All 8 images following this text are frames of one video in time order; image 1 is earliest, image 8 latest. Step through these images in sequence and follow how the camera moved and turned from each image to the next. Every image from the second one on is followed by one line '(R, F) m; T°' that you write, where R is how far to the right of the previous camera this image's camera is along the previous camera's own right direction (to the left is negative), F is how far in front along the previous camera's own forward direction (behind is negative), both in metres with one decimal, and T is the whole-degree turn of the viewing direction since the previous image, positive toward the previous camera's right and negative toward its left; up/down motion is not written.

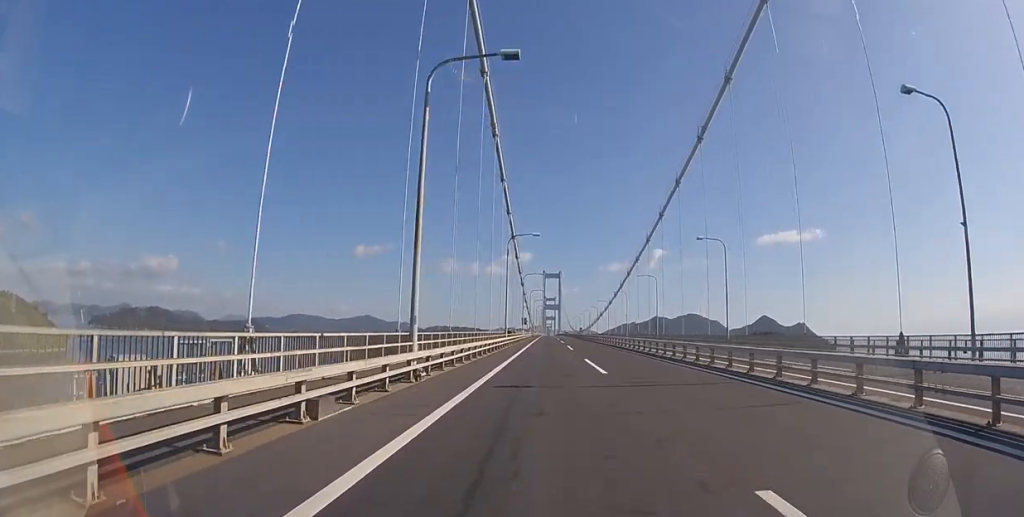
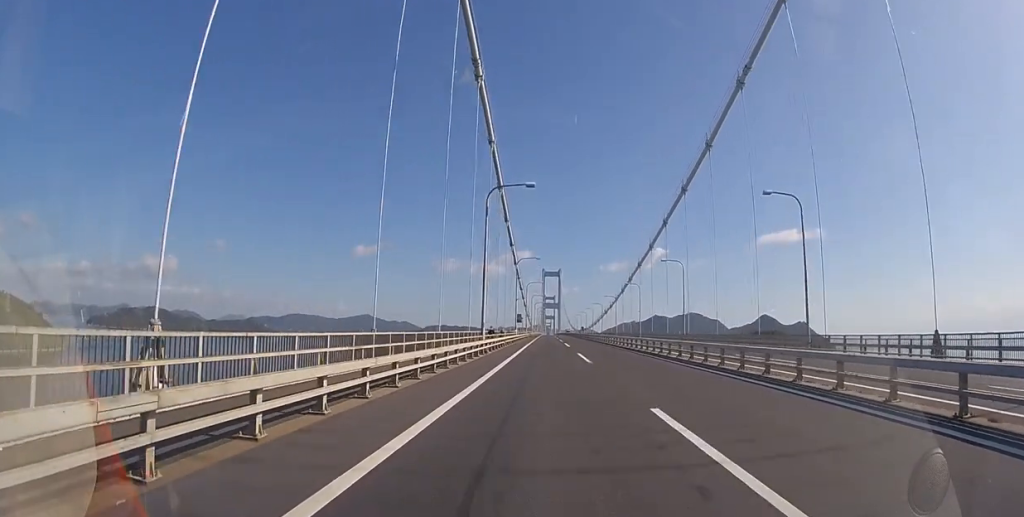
(0.0, +15.4) m; 0°
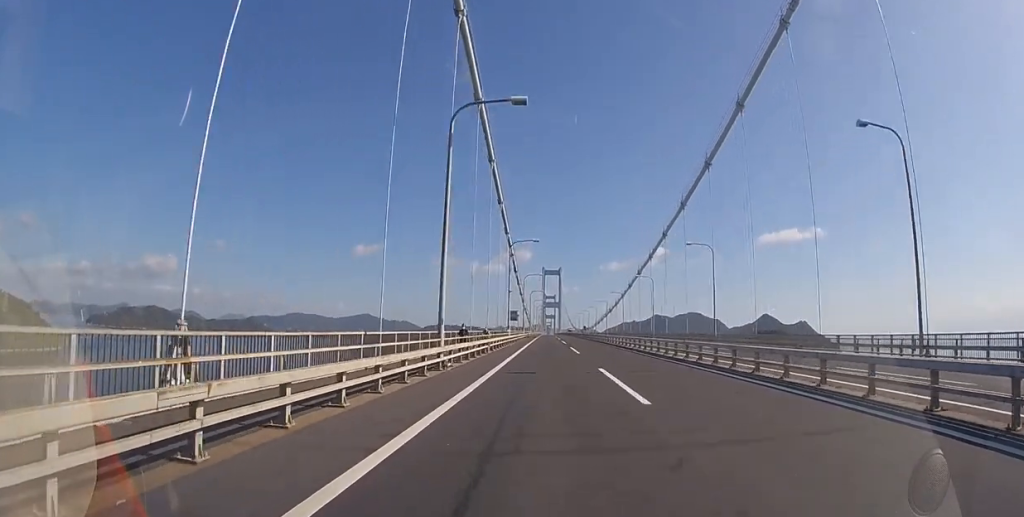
(0.0, +11.7) m; 0°
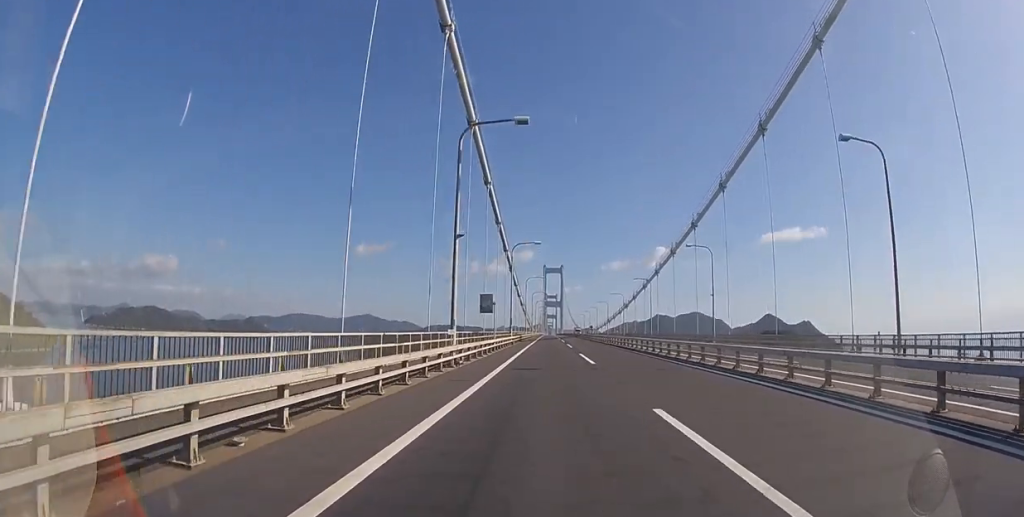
(0.0, +28.0) m; 0°
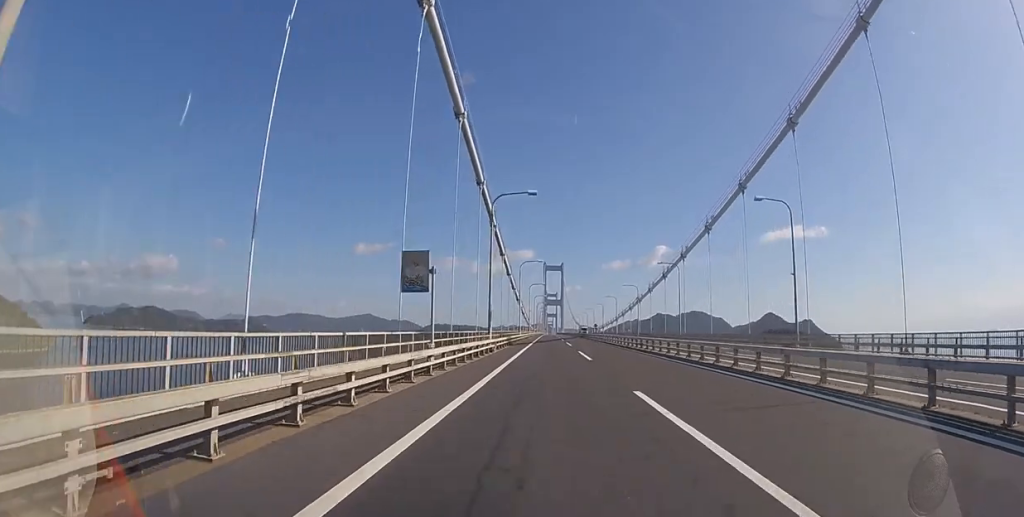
(-0.1, +18.4) m; 0°
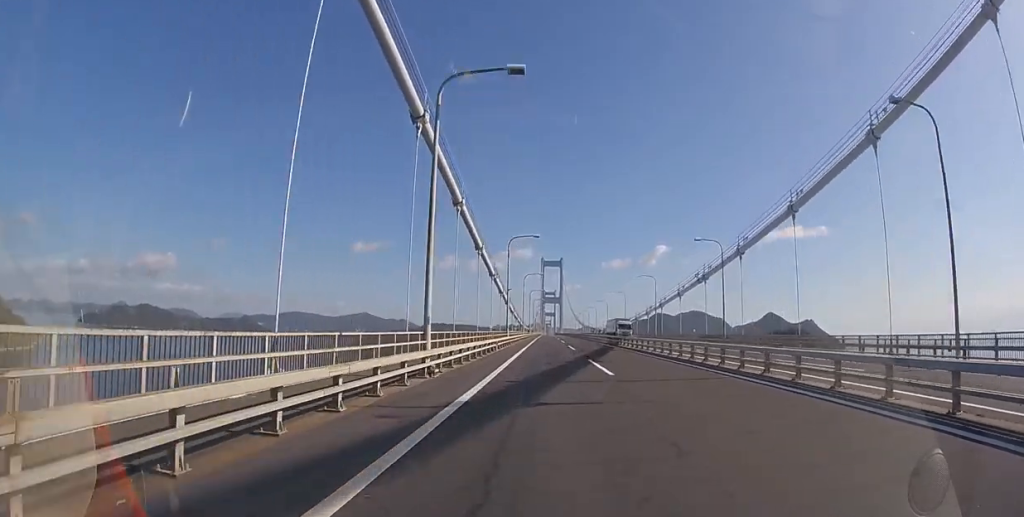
(+0.1, +47.1) m; 0°
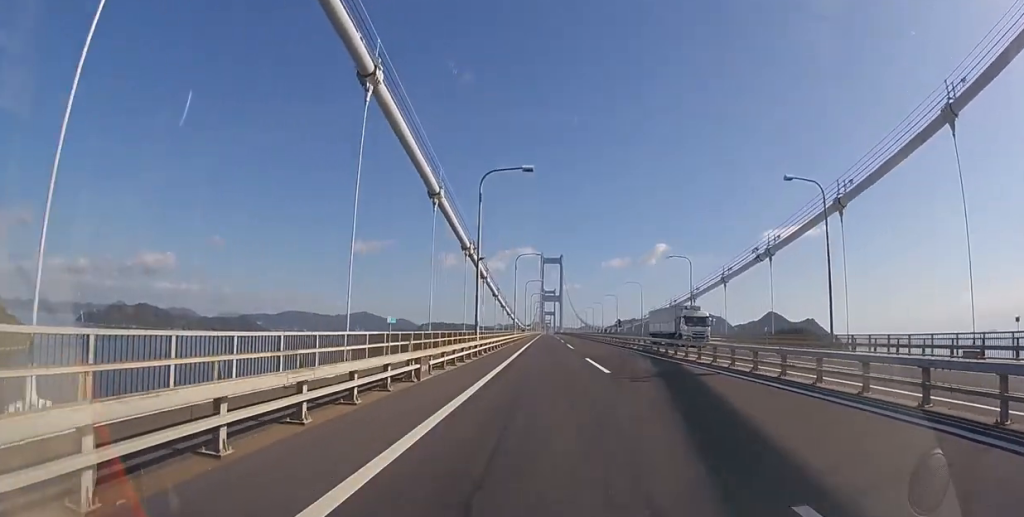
(+0.1, +19.8) m; 0°
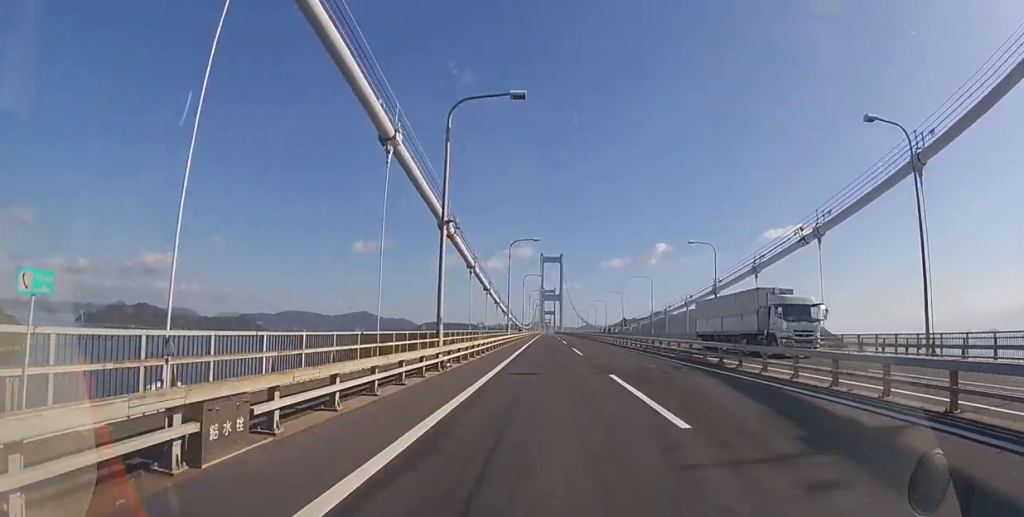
(0.0, +8.8) m; 0°
